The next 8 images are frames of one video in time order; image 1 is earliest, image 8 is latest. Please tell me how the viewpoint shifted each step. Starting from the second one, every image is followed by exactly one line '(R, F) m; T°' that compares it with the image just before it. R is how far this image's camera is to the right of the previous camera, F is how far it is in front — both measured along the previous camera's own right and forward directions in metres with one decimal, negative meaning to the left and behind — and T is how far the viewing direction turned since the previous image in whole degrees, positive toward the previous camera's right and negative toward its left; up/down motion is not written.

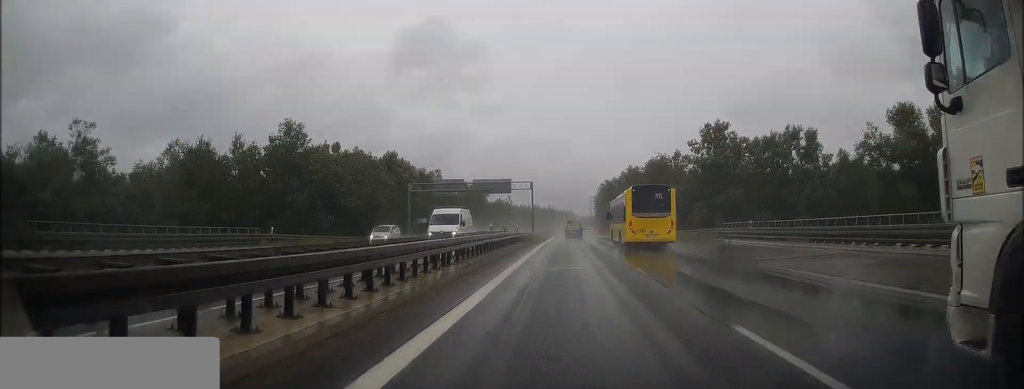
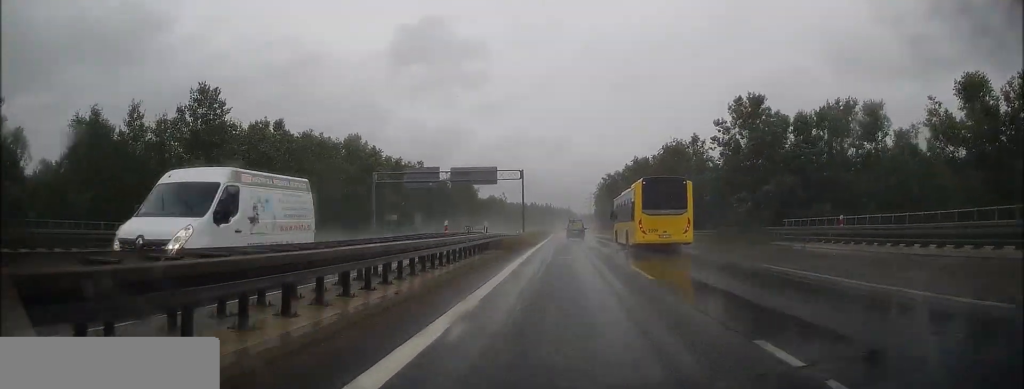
(0.0, +13.2) m; 0°
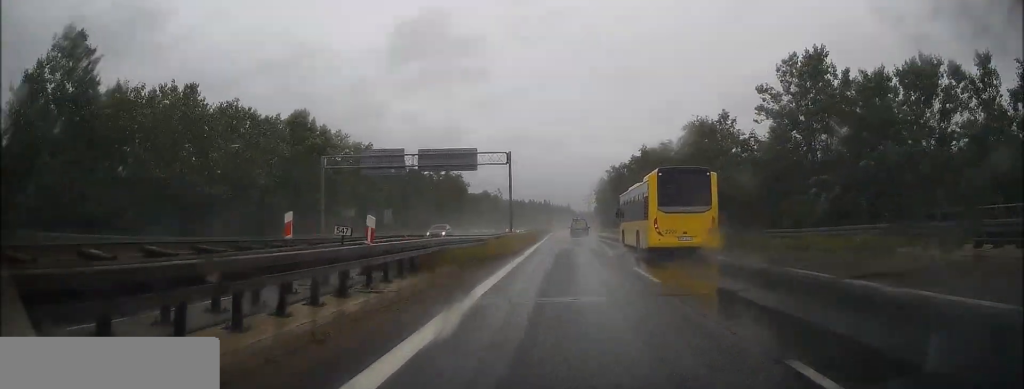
(0.0, +13.1) m; 0°
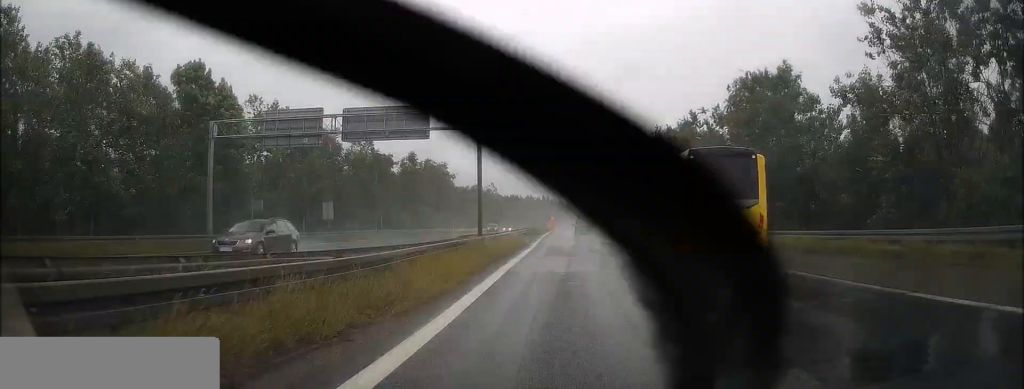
(+0.1, +16.3) m; 0°
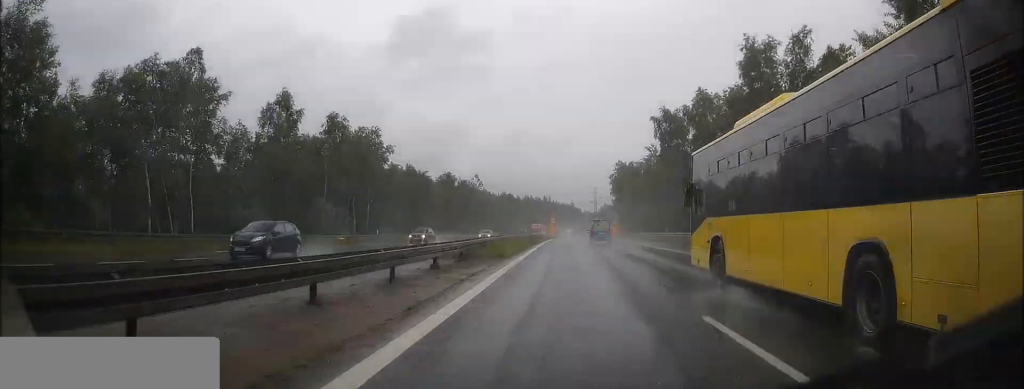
(-0.1, +41.3) m; 0°
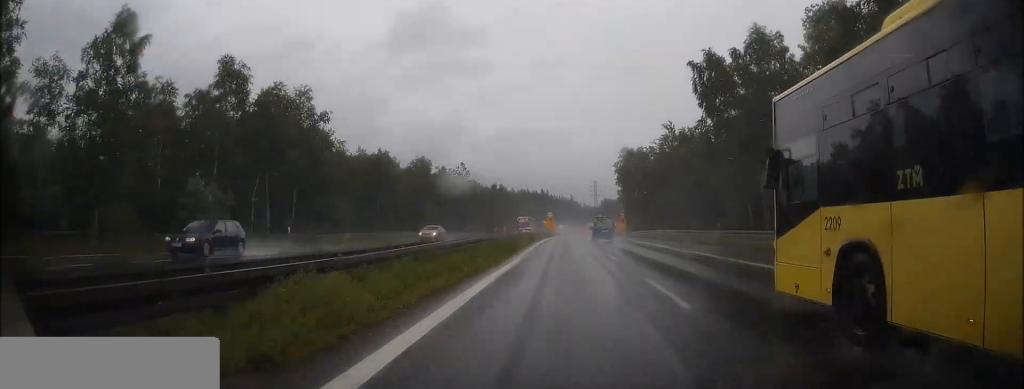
(+0.1, +18.5) m; 0°
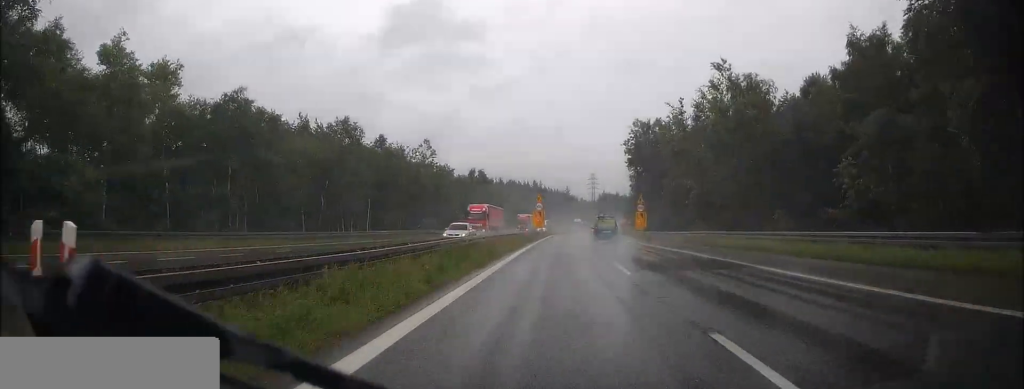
(-0.1, +30.2) m; 0°
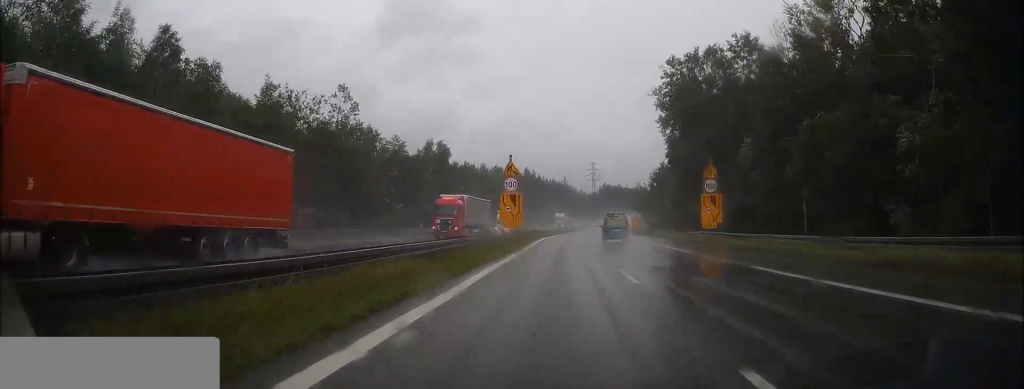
(+0.2, +37.4) m; +1°
